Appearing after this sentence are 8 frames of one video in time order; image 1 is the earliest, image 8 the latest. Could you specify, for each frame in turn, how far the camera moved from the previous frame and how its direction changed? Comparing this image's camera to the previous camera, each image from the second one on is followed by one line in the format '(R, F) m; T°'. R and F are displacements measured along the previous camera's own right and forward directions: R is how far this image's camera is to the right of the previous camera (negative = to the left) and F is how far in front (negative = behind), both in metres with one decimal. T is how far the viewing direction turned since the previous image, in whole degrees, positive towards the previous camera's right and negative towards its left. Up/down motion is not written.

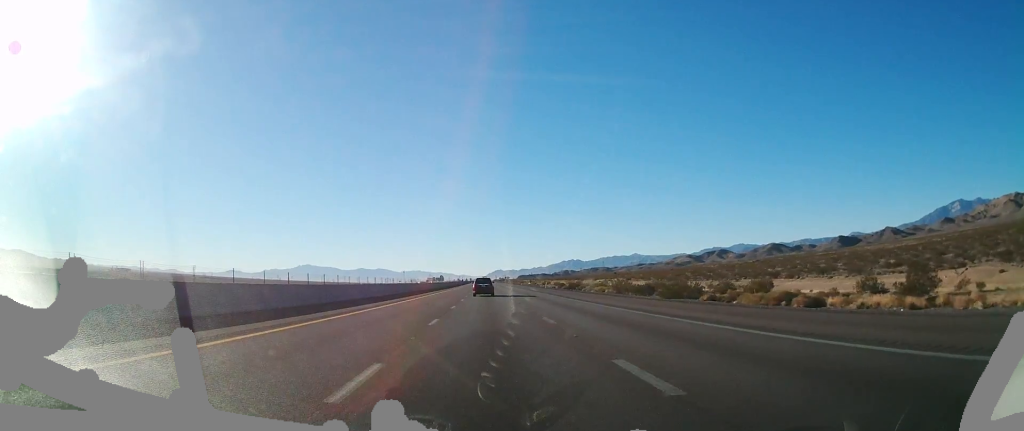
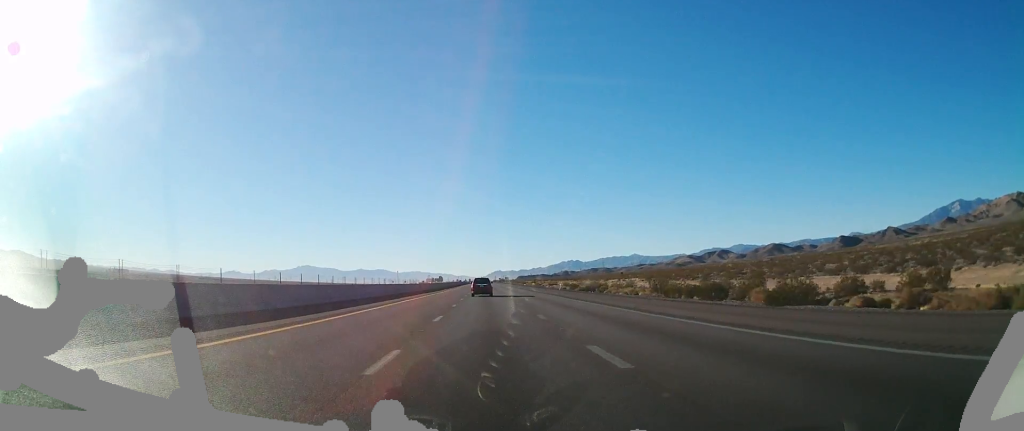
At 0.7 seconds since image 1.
(0.0, +22.2) m; 0°
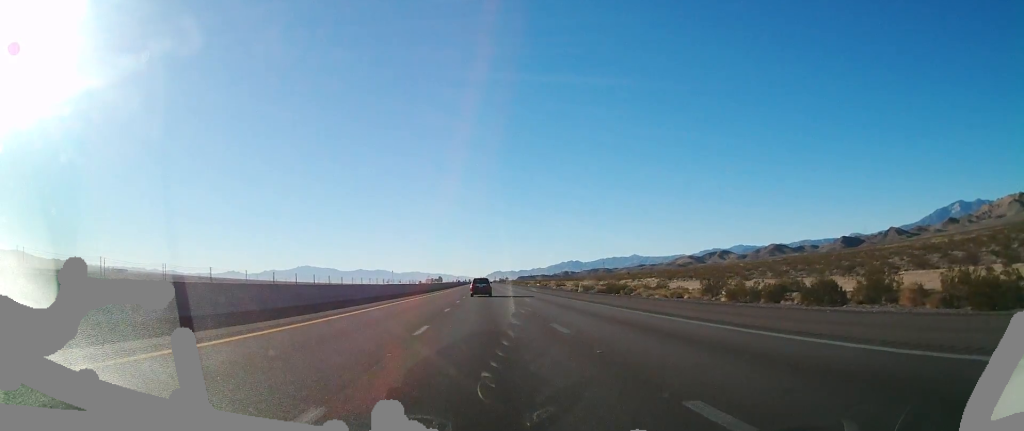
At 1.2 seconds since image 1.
(0.0, +17.7) m; 0°
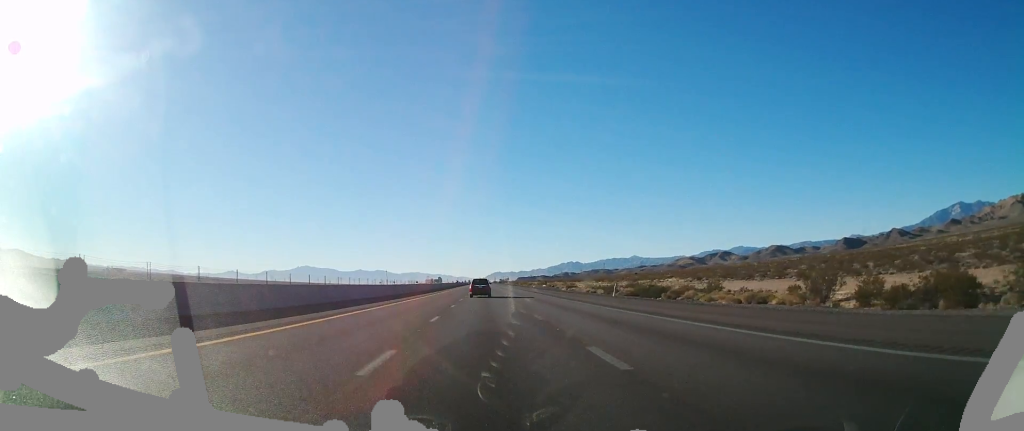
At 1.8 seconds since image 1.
(0.0, +18.8) m; 0°
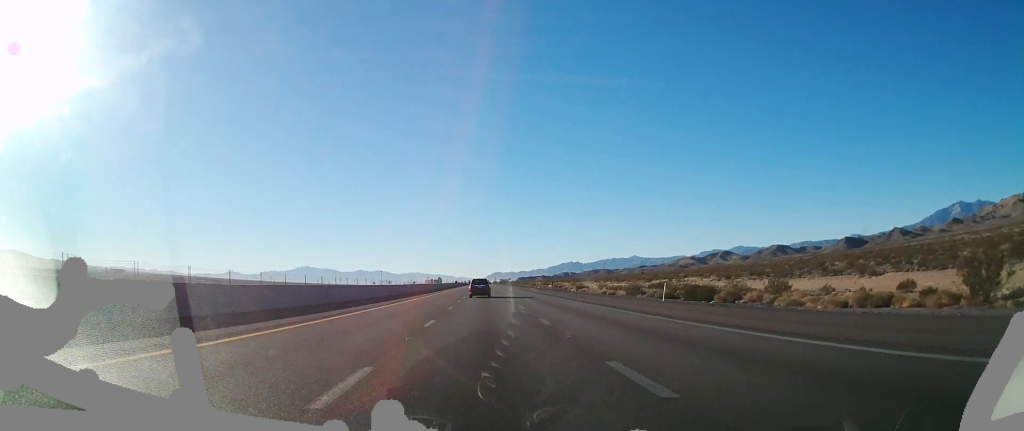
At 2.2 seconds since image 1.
(0.0, +14.4) m; 0°
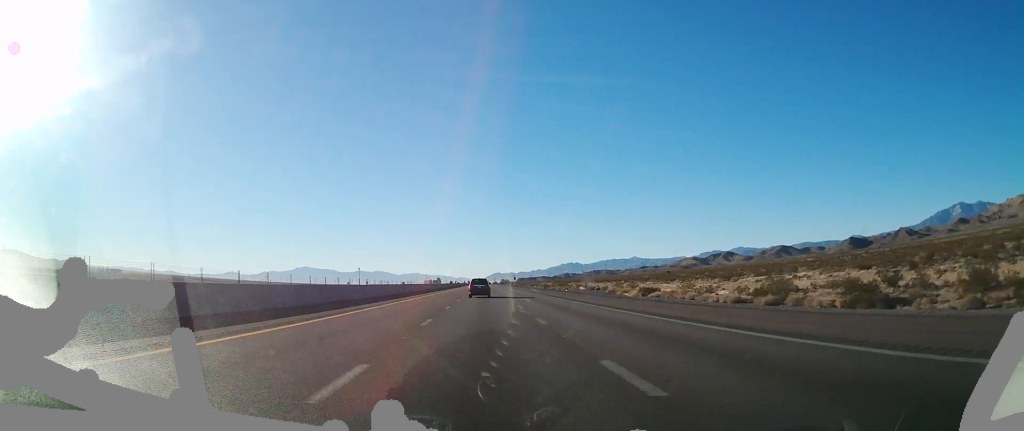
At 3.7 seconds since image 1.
(0.0, +48.6) m; 0°
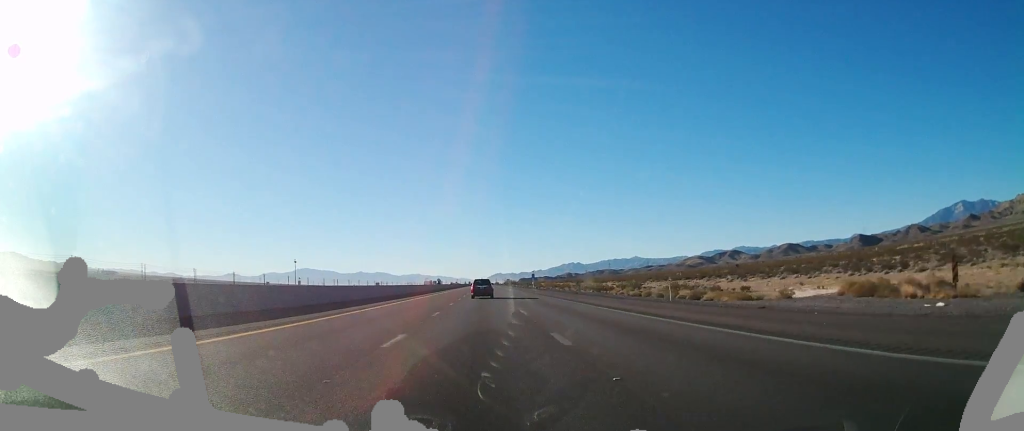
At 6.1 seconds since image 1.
(0.0, +79.8) m; 0°
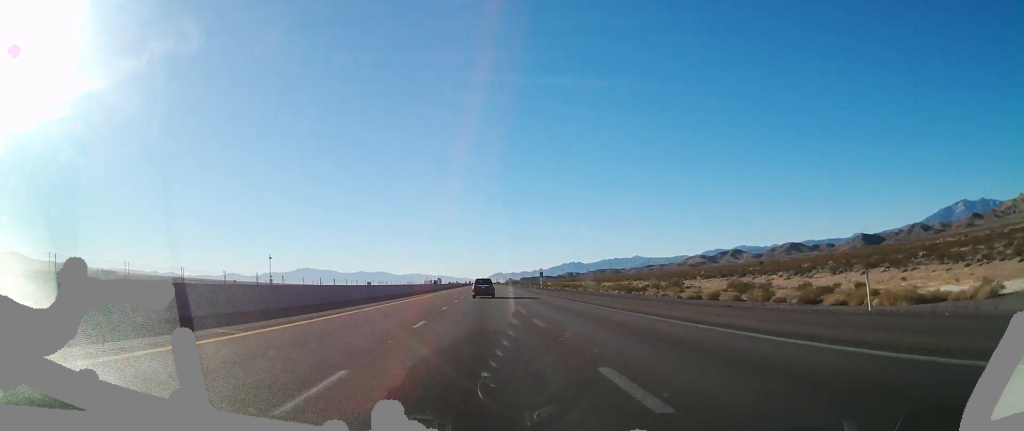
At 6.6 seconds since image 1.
(0.0, +18.9) m; 0°
